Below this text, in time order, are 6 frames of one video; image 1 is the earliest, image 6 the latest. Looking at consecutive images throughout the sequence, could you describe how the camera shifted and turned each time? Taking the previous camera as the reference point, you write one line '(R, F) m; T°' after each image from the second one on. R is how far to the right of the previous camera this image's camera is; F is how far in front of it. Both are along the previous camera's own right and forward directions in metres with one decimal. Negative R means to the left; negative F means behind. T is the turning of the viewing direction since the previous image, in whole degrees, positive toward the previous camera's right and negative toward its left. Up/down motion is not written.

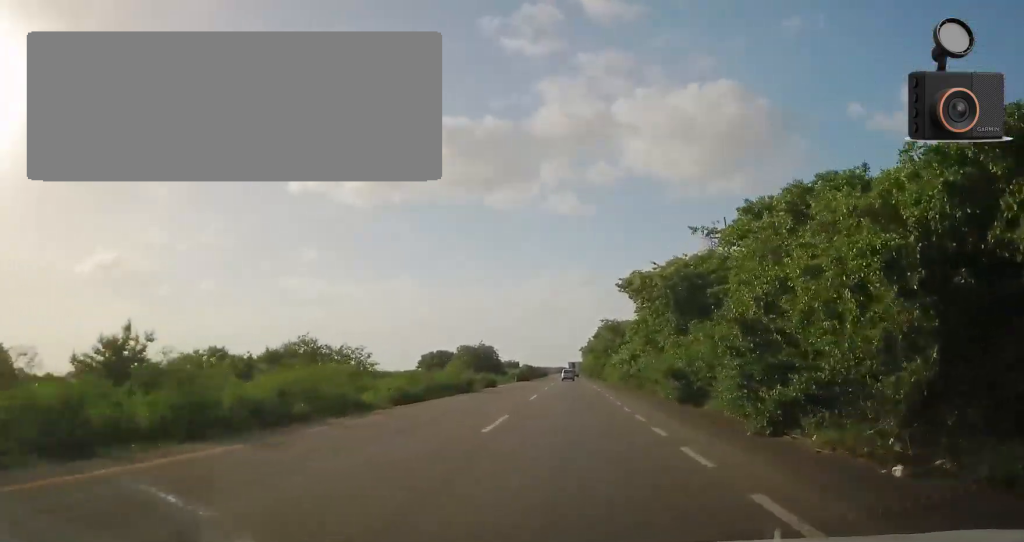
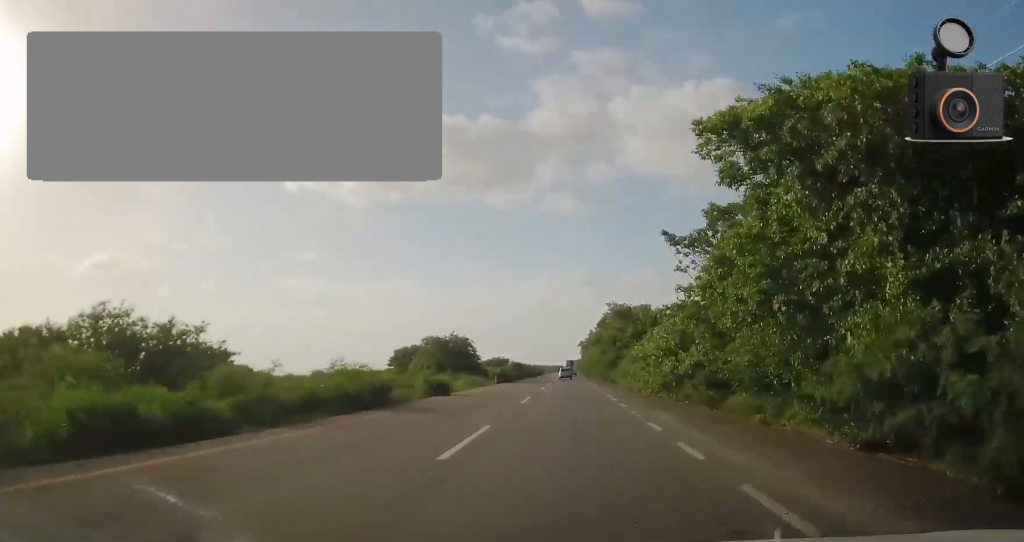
(0.0, +18.9) m; +1°
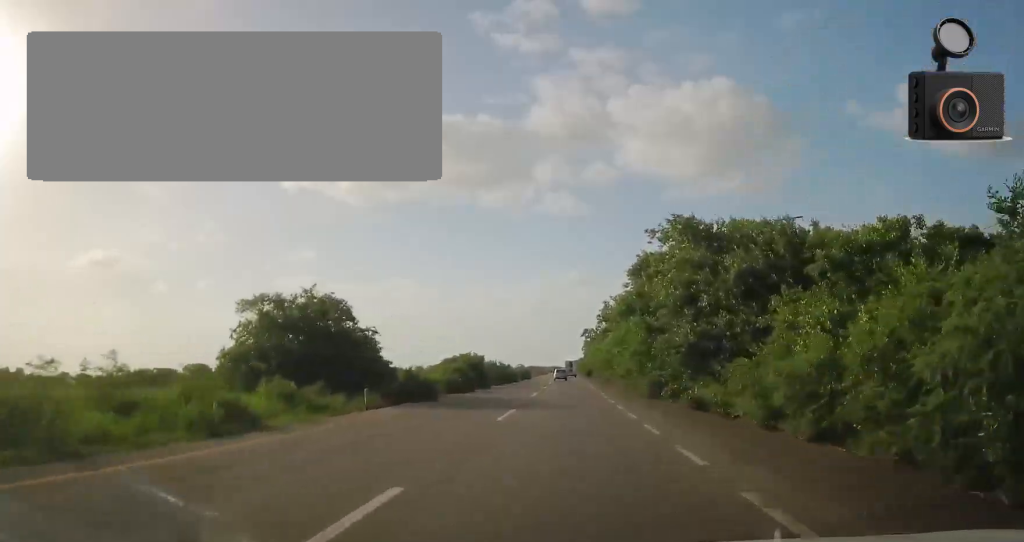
(+0.3, +37.5) m; -1°
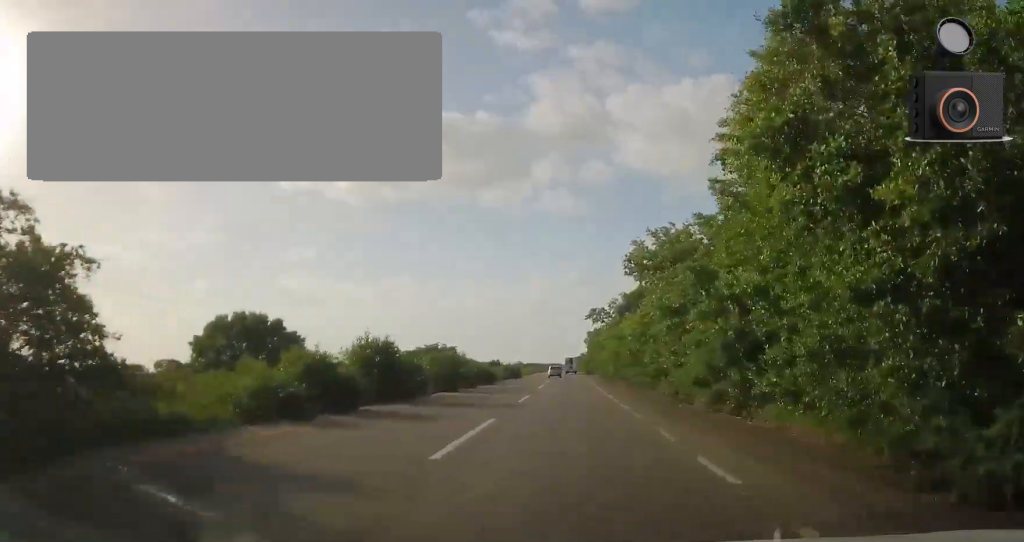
(-0.4, +22.7) m; 0°
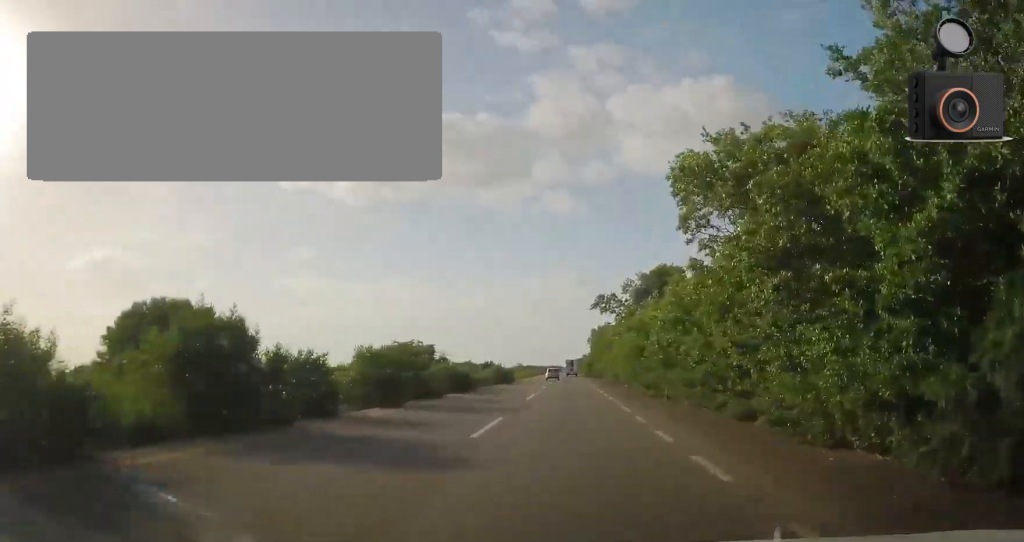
(+0.5, +11.5) m; 0°
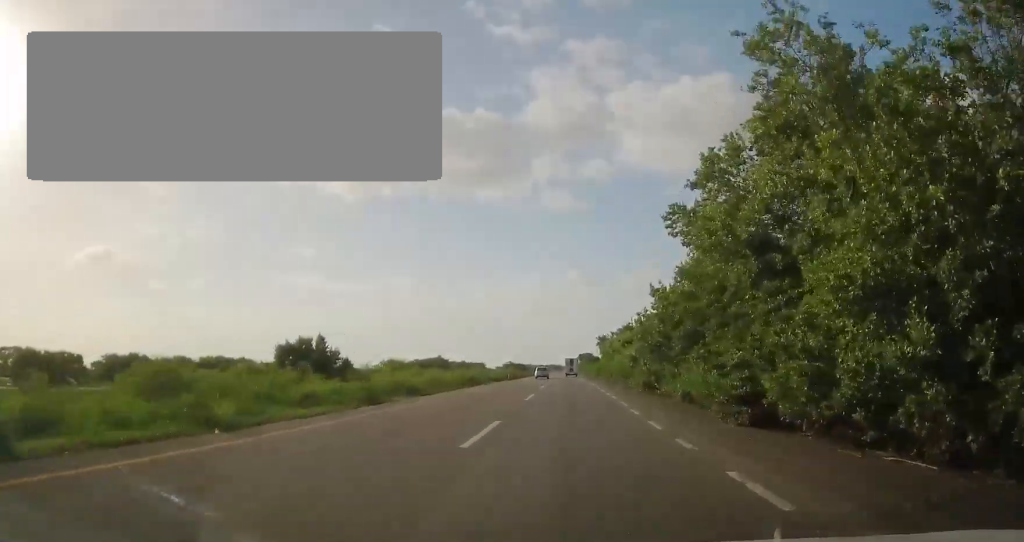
(-1.6, +76.1) m; 0°
